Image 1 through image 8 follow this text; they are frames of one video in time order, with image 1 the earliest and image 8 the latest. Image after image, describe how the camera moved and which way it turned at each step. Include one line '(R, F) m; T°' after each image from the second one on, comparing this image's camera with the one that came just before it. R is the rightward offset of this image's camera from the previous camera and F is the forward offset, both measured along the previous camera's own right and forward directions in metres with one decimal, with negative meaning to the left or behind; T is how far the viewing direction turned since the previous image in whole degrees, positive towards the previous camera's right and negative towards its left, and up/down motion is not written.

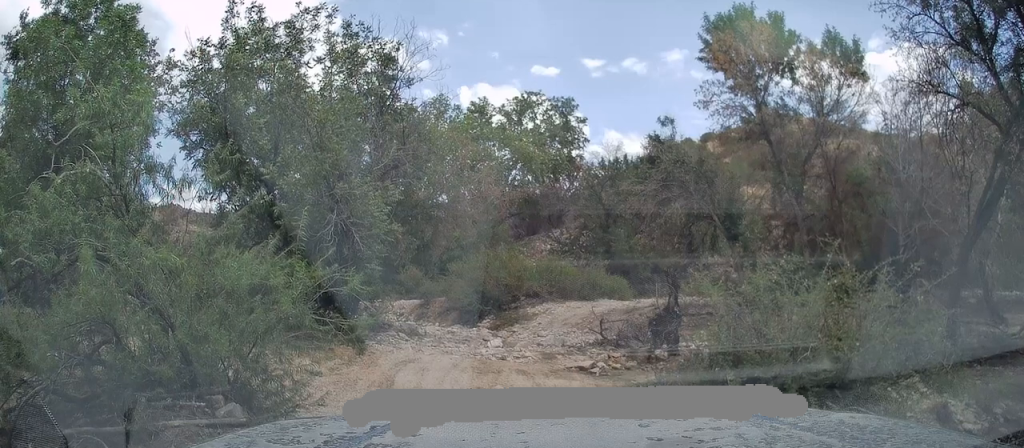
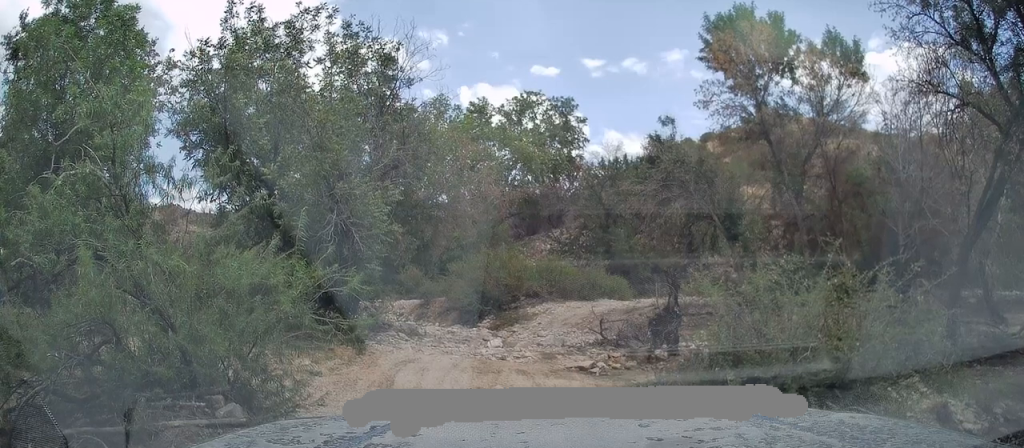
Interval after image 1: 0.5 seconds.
(0.0, 0.0) m; 0°
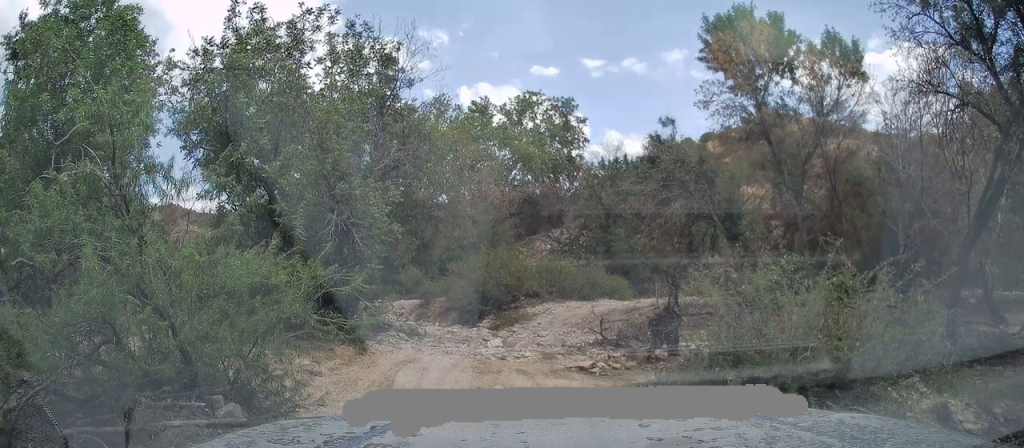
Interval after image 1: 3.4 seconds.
(0.0, 0.0) m; 0°
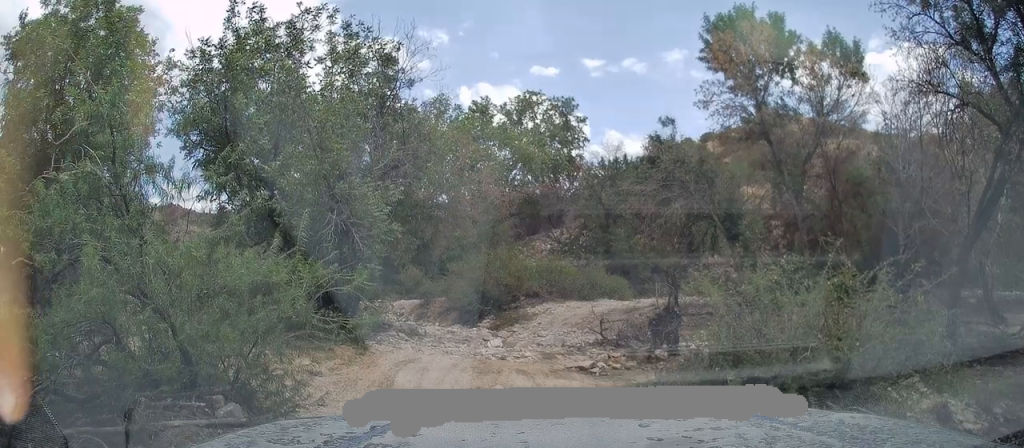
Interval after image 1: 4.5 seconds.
(0.0, 0.0) m; 0°
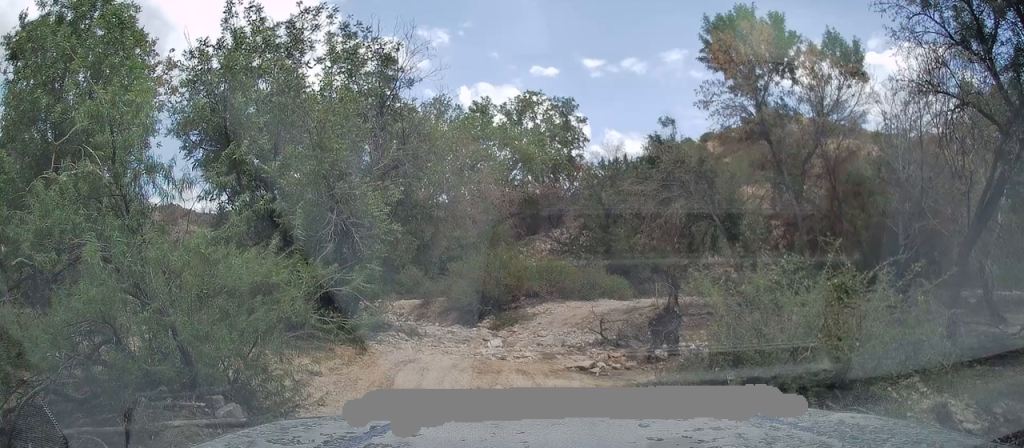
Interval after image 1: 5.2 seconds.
(0.0, 0.0) m; 0°
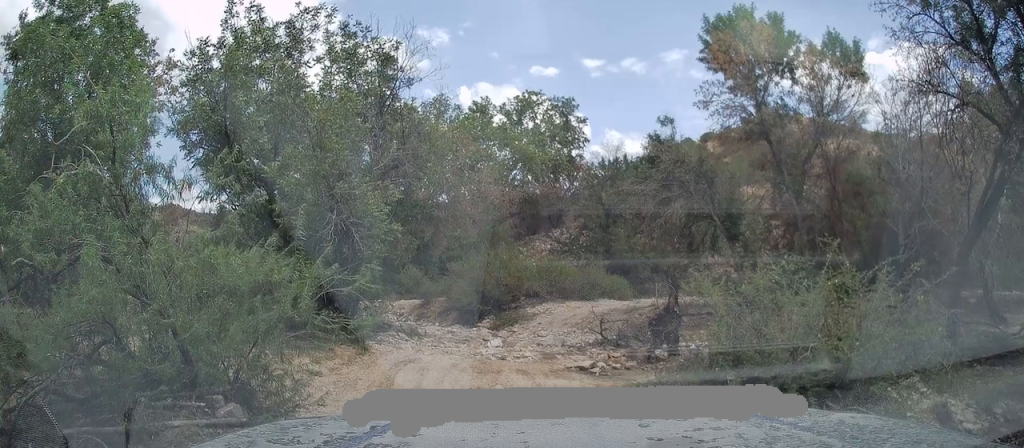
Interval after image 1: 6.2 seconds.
(0.0, 0.0) m; 0°
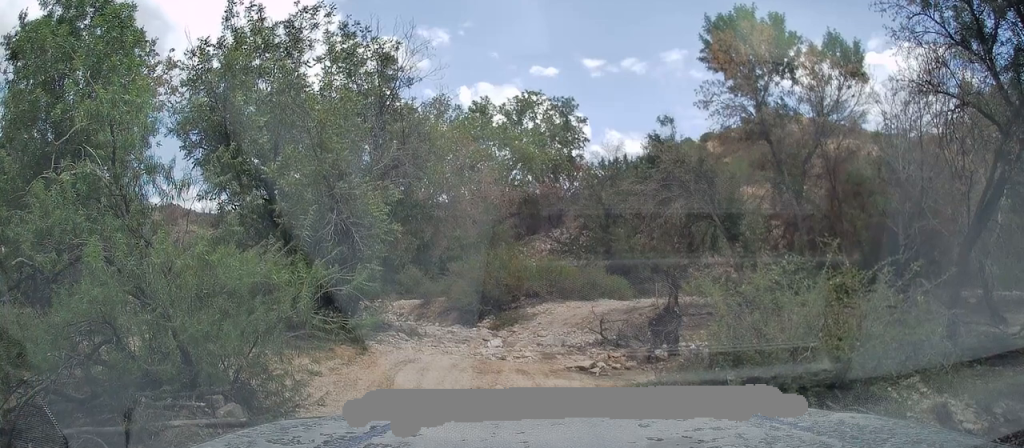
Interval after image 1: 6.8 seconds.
(0.0, 0.0) m; 0°
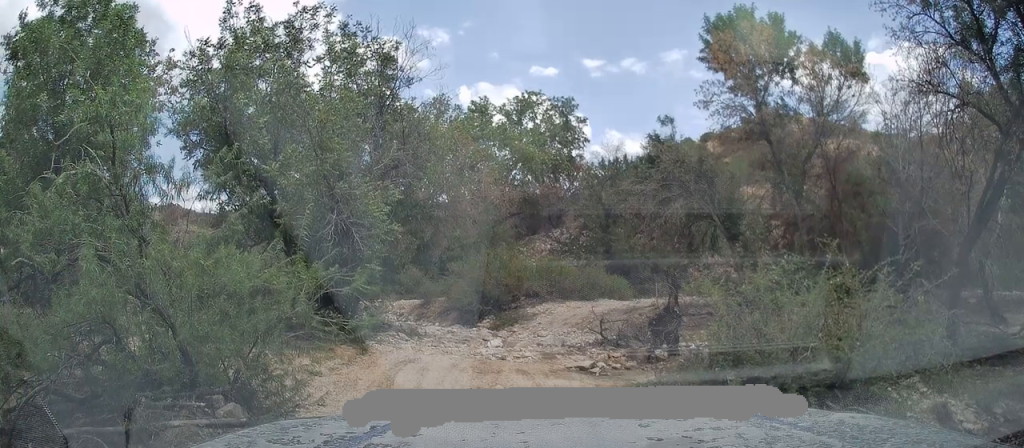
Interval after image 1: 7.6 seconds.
(0.0, 0.0) m; 0°
